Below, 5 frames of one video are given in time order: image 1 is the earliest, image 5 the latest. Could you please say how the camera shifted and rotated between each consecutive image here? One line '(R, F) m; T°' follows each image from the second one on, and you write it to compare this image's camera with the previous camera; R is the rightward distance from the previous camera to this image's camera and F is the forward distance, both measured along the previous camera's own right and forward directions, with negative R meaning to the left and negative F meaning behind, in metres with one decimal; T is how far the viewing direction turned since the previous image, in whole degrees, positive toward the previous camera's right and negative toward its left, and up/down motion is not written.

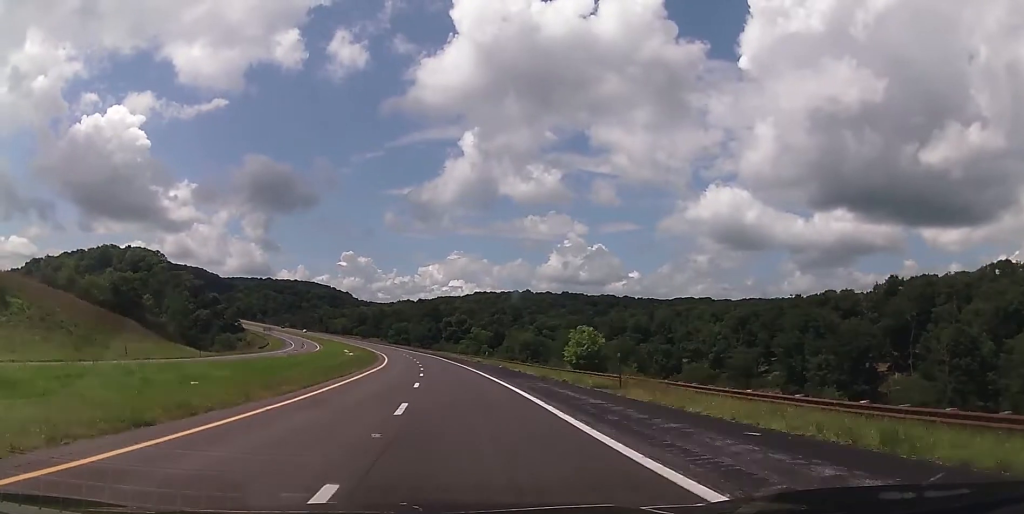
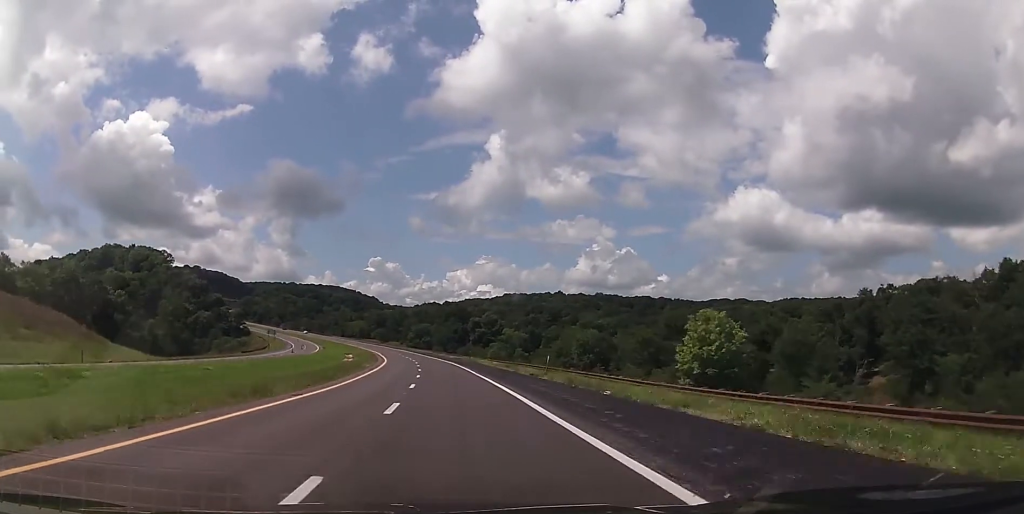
(-0.6, +35.5) m; -2°
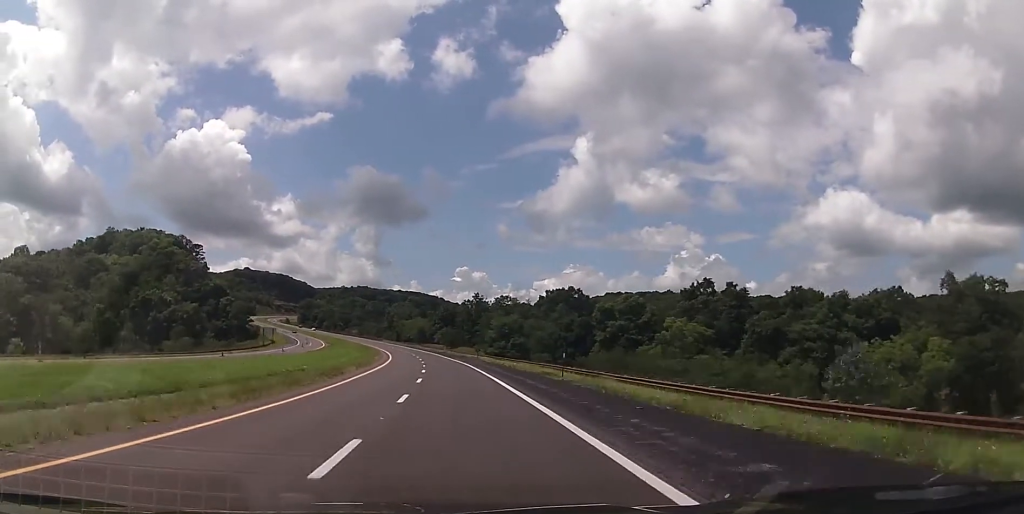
(-5.5, +104.3) m; -7°
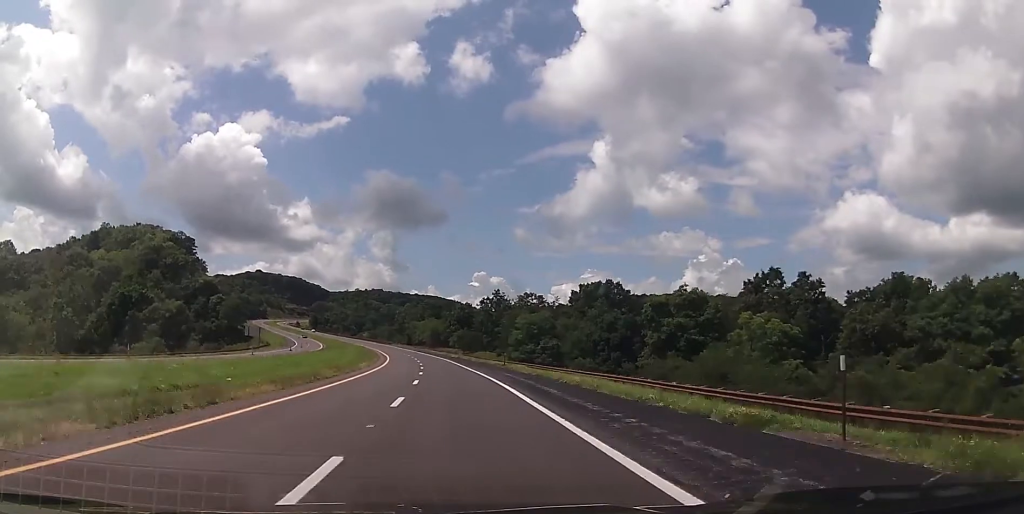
(-0.6, +25.6) m; -2°
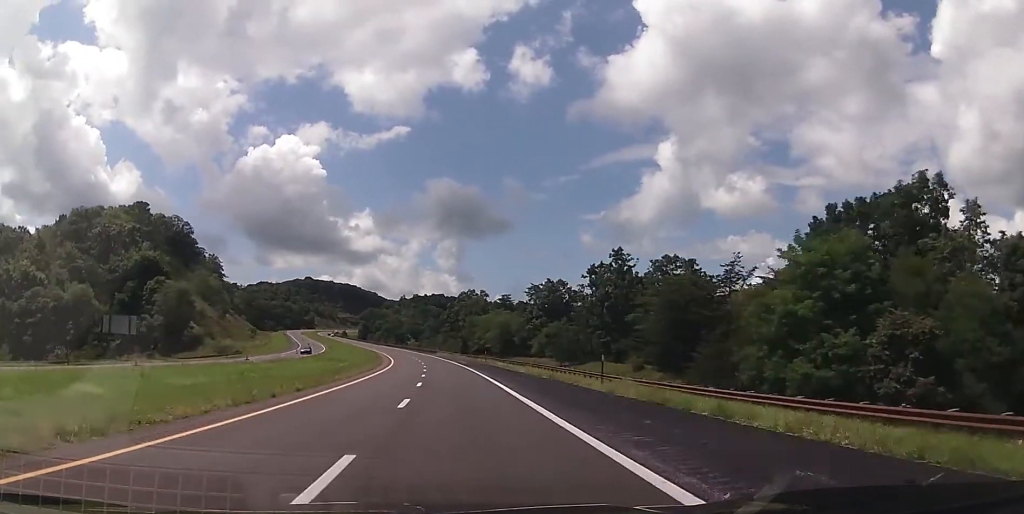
(-4.1, +83.5) m; -5°
